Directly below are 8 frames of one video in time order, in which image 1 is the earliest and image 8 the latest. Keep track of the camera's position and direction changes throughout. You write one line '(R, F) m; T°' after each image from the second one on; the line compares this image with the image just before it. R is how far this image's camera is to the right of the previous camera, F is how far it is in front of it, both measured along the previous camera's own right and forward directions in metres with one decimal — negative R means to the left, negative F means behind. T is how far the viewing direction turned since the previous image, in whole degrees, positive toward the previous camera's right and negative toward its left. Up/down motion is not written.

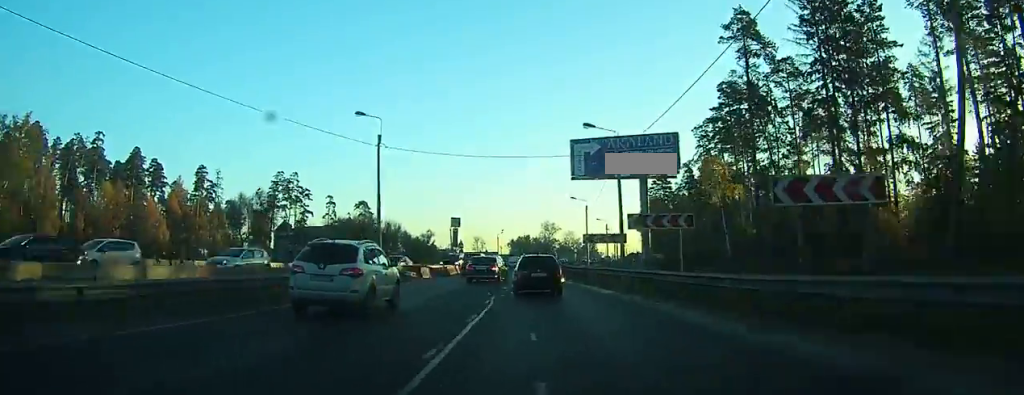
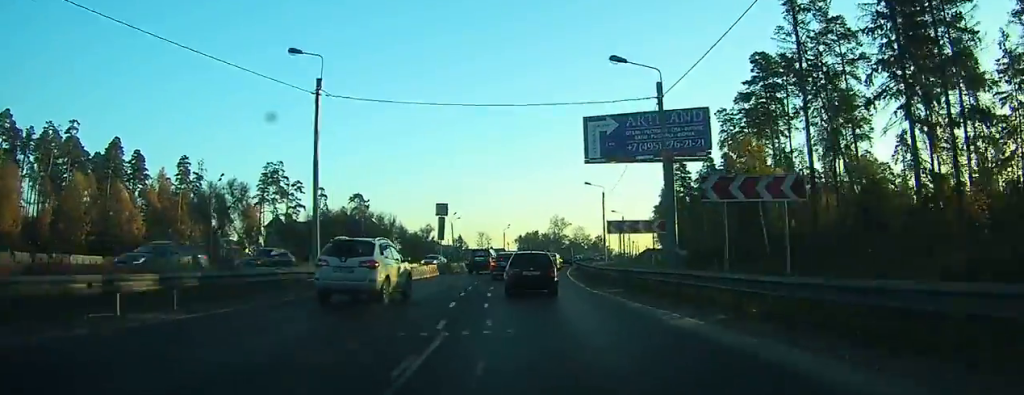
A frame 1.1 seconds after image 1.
(-0.2, +11.6) m; -1°
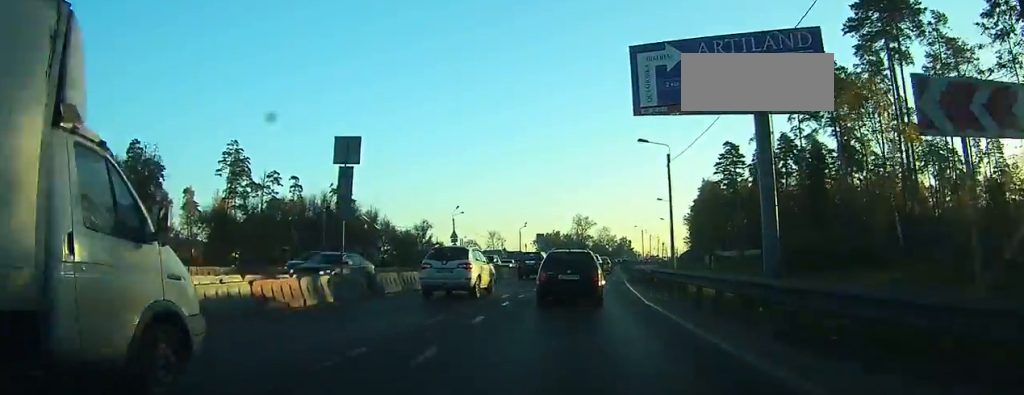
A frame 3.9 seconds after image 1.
(-0.2, +25.0) m; 0°
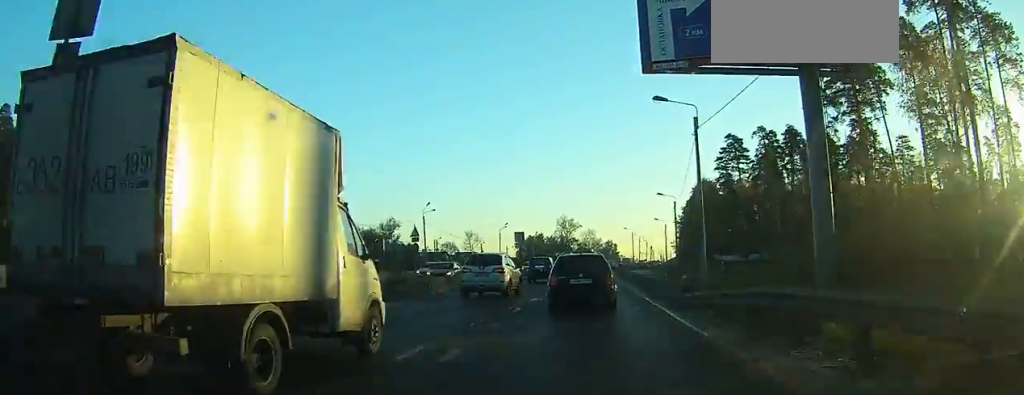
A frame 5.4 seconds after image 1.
(0.0, +12.1) m; +1°
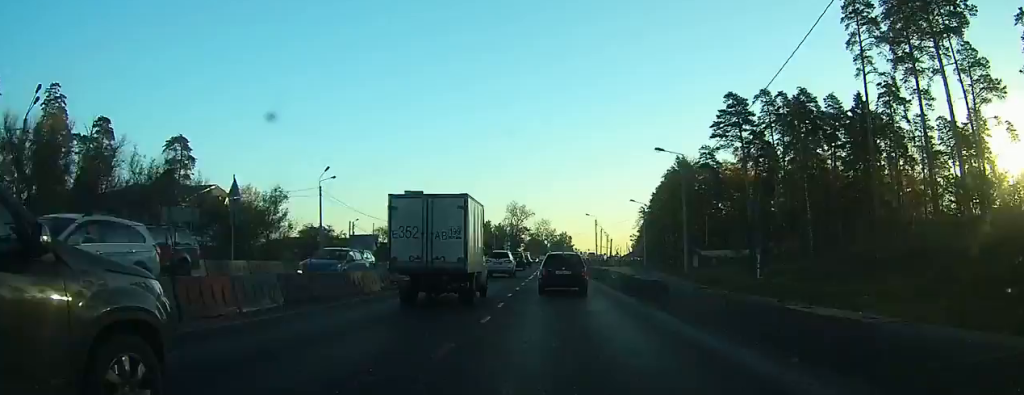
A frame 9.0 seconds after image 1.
(+0.6, +27.4) m; +1°
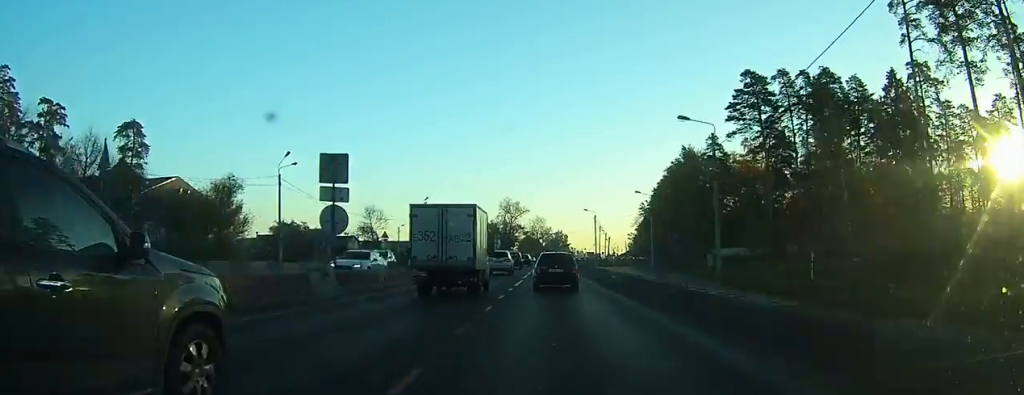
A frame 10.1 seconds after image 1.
(0.0, +10.0) m; -1°
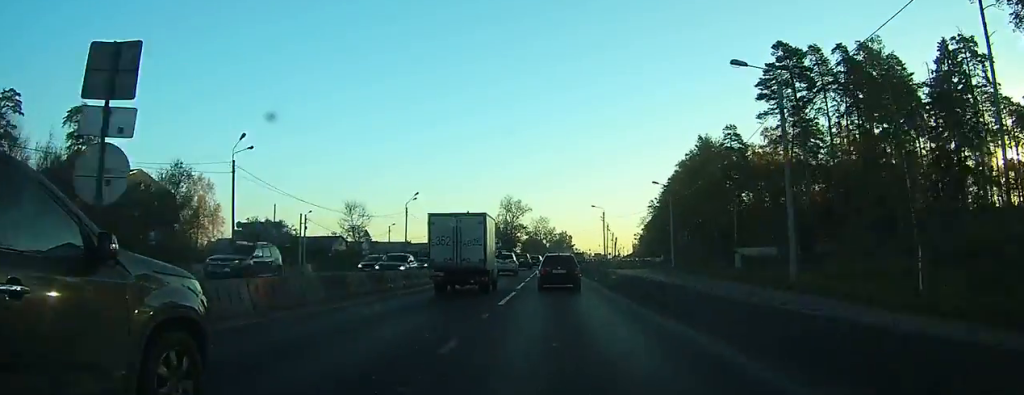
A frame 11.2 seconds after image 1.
(0.0, +10.4) m; -1°
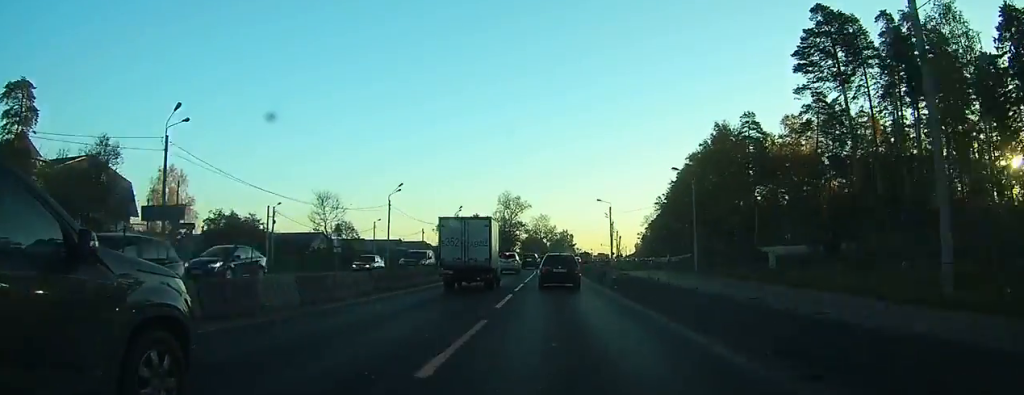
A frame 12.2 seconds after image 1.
(-0.1, +10.3) m; 0°
